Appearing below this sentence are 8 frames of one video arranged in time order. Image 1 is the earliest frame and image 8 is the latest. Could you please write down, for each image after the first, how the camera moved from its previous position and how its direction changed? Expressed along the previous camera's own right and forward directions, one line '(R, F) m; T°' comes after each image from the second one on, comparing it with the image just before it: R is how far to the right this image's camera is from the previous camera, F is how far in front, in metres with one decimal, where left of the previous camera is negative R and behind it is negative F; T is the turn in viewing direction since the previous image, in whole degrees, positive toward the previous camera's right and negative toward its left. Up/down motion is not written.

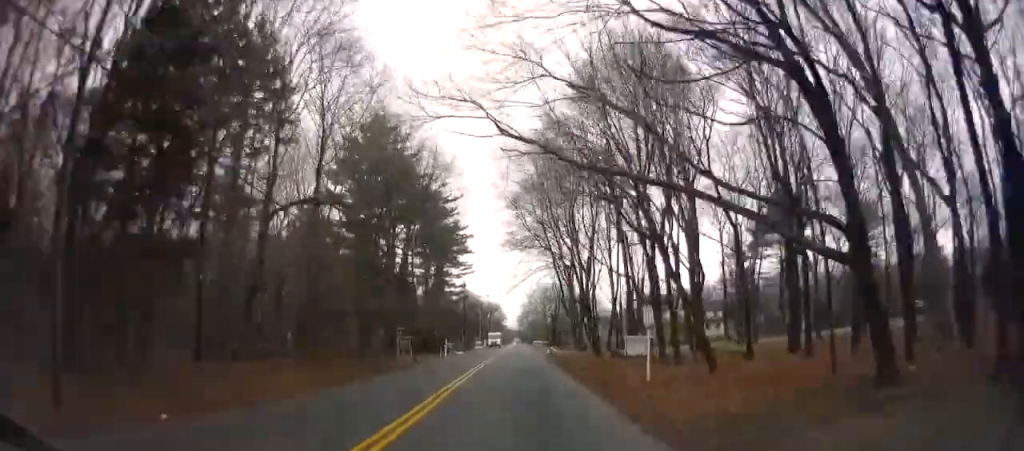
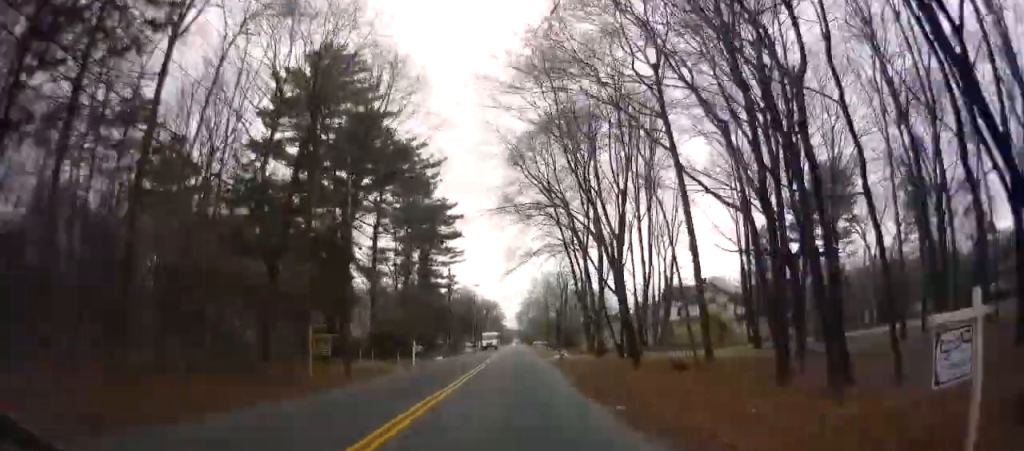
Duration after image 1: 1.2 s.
(0.0, +15.1) m; 0°
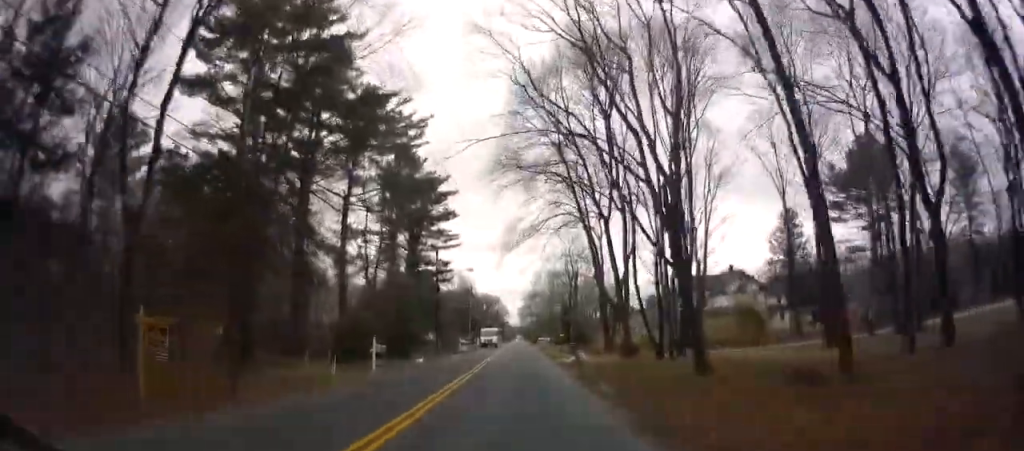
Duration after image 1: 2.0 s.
(-0.1, +10.6) m; 0°
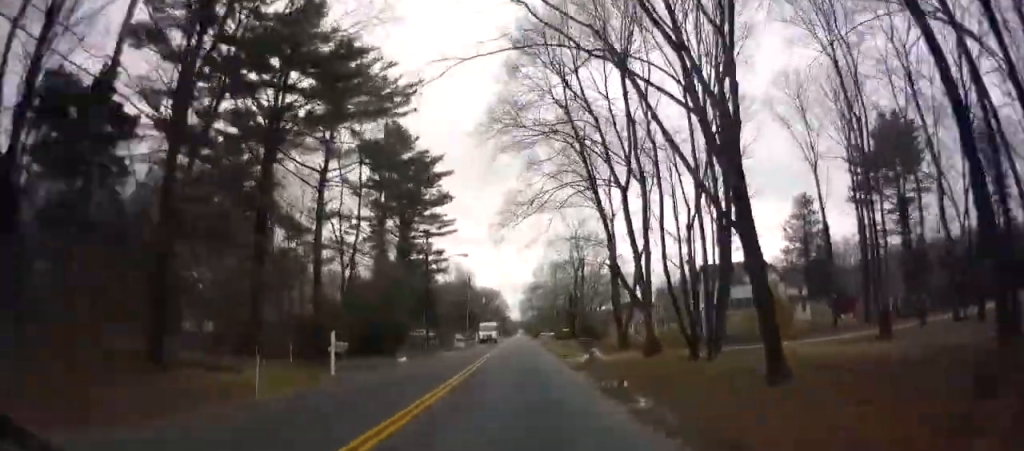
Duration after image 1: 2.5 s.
(0.0, +6.0) m; 0°
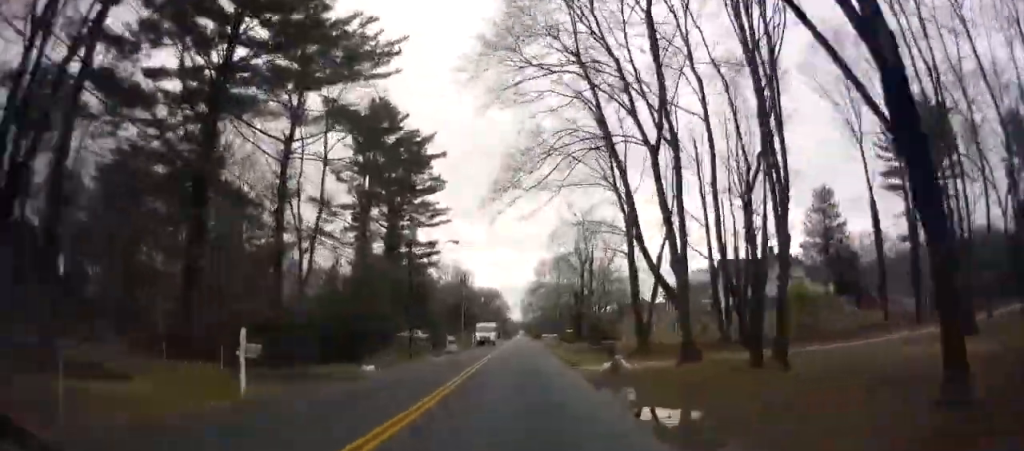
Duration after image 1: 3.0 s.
(0.0, +6.9) m; 0°
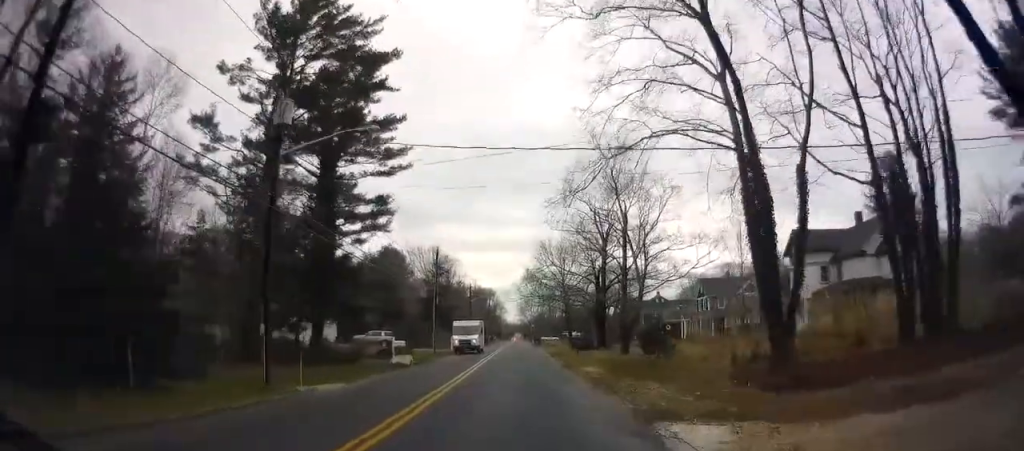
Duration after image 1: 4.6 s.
(0.0, +20.9) m; 0°
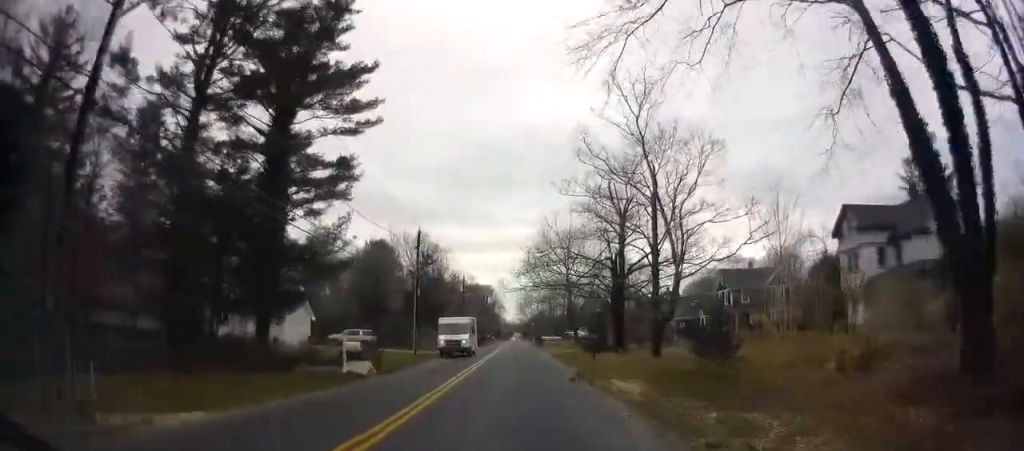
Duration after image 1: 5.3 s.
(0.0, +9.0) m; 0°
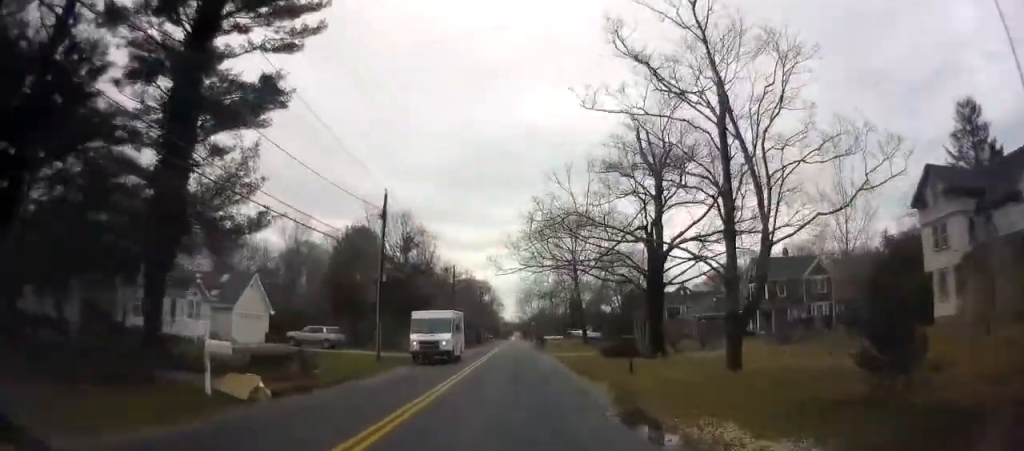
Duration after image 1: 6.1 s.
(+0.1, +10.2) m; 0°
